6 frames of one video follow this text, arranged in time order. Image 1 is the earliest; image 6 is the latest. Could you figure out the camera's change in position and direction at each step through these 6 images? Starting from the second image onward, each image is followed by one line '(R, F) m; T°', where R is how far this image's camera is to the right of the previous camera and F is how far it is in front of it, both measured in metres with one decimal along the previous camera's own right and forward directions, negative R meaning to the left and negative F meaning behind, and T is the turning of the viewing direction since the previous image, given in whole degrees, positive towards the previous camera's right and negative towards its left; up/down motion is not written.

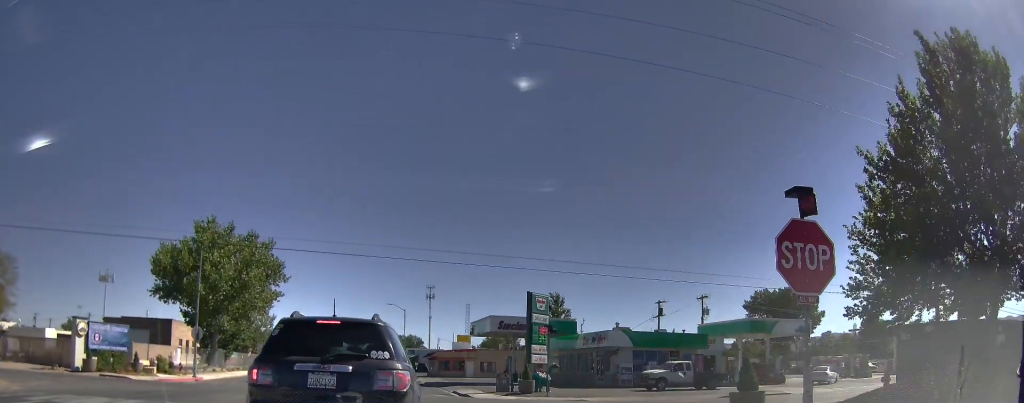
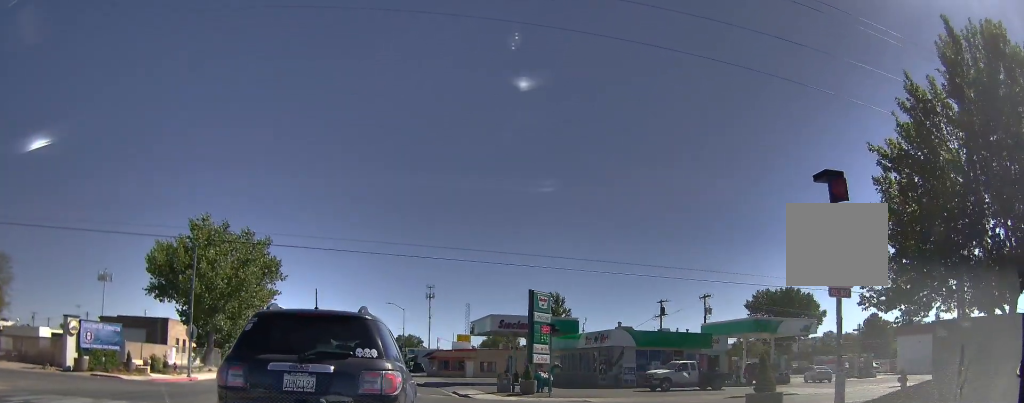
(0.0, +2.1) m; -2°
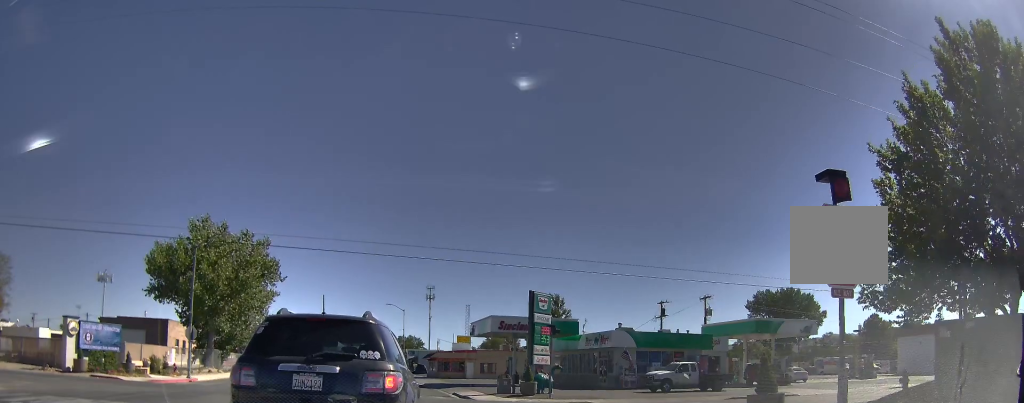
(+0.2, +0.8) m; 0°
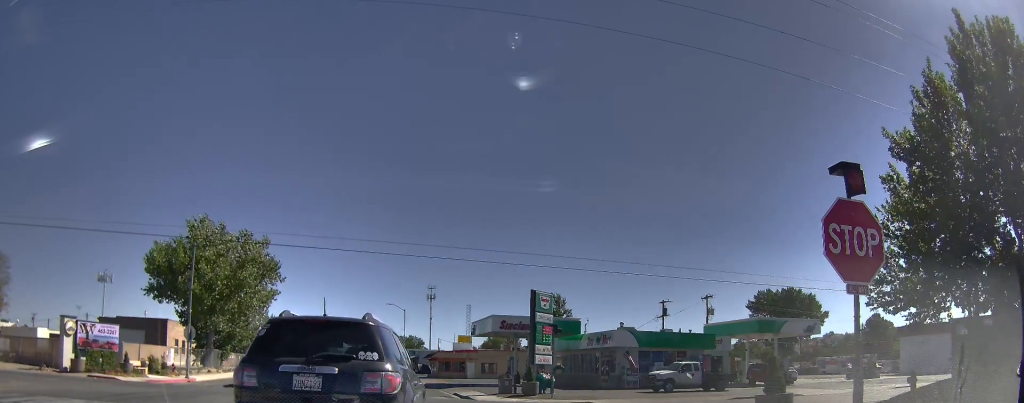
(+0.1, +0.4) m; 0°
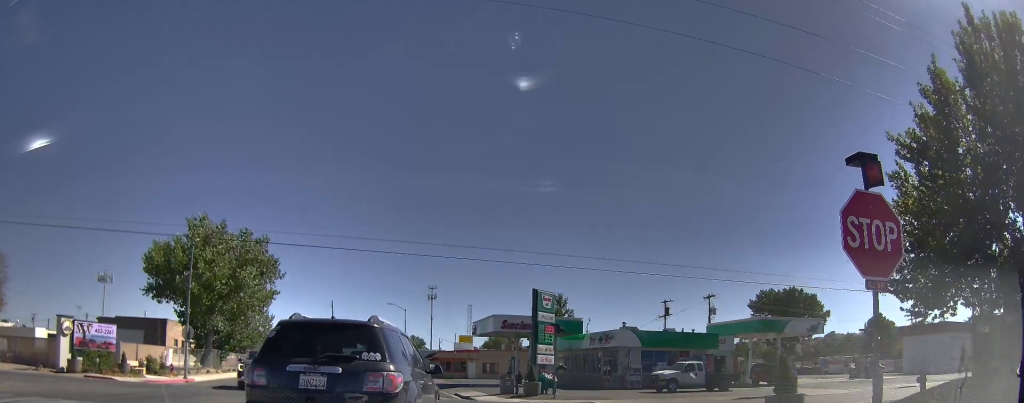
(+0.1, +0.3) m; 0°
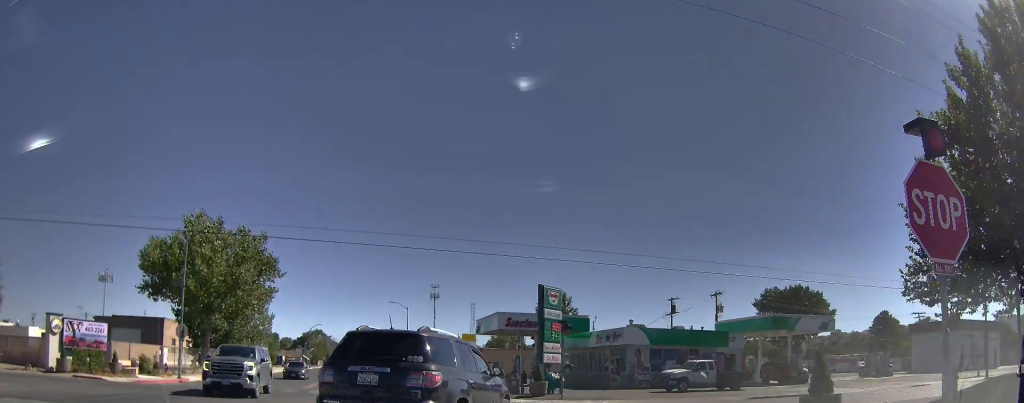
(+0.1, +0.6) m; 0°
